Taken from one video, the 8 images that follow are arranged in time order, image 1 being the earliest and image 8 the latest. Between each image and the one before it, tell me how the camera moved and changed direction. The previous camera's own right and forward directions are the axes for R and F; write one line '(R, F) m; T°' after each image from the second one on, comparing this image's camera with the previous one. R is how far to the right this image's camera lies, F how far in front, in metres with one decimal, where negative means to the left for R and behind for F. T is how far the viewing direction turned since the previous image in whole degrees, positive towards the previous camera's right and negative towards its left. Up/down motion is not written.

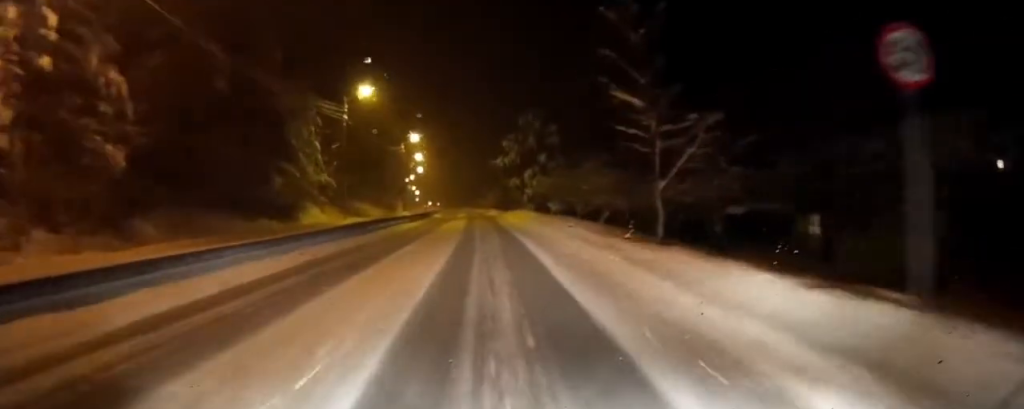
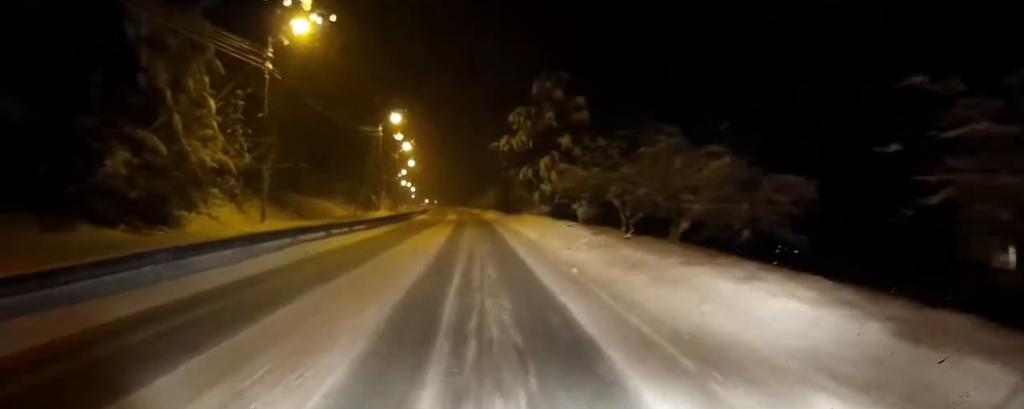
(+0.1, +16.2) m; 0°
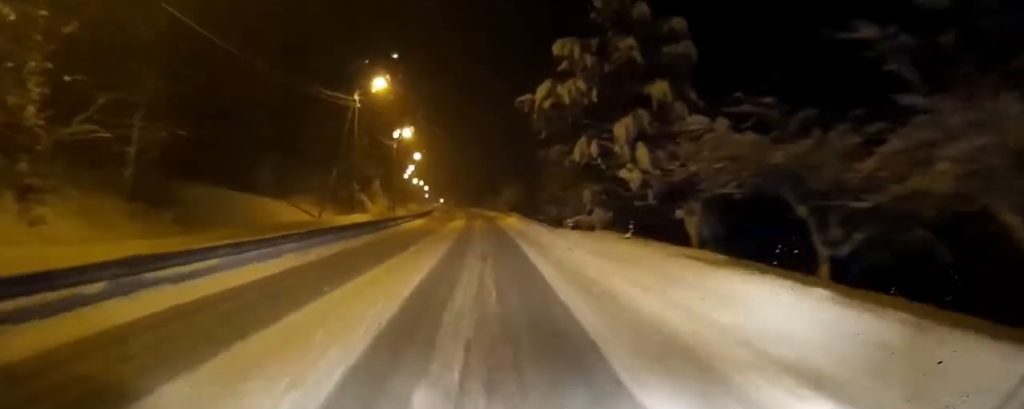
(-0.2, +17.8) m; -1°
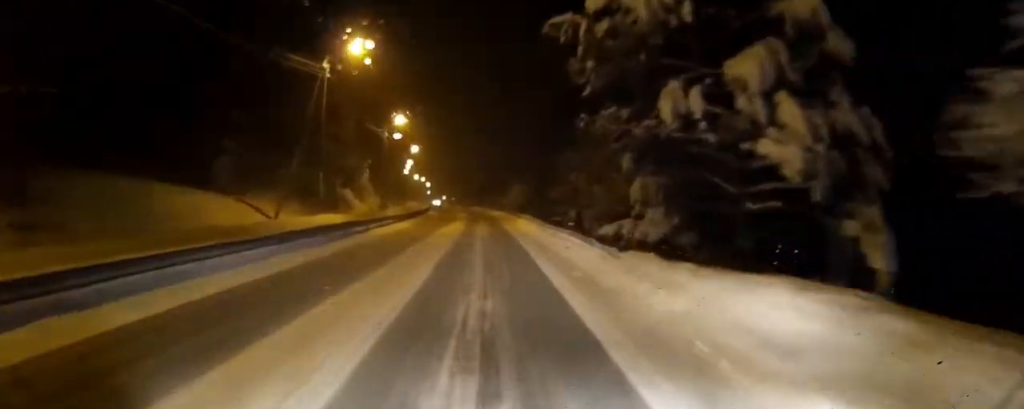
(-0.1, +9.7) m; 0°
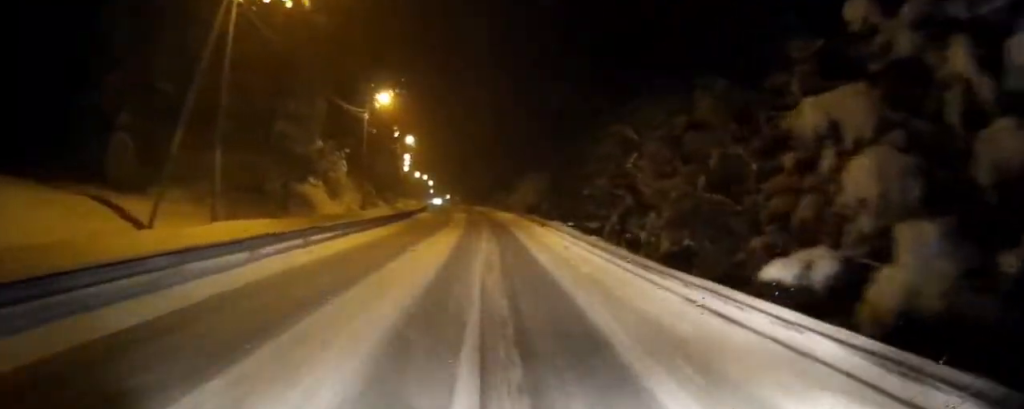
(+0.1, +13.7) m; 0°
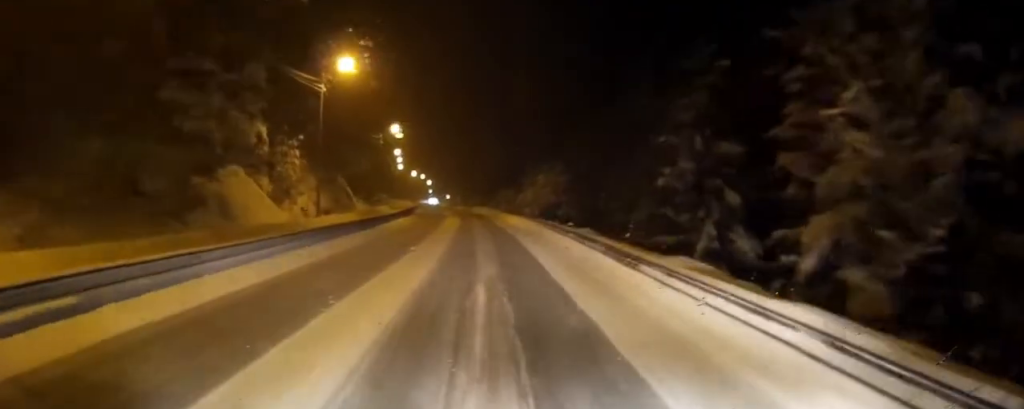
(-0.2, +14.3) m; -1°
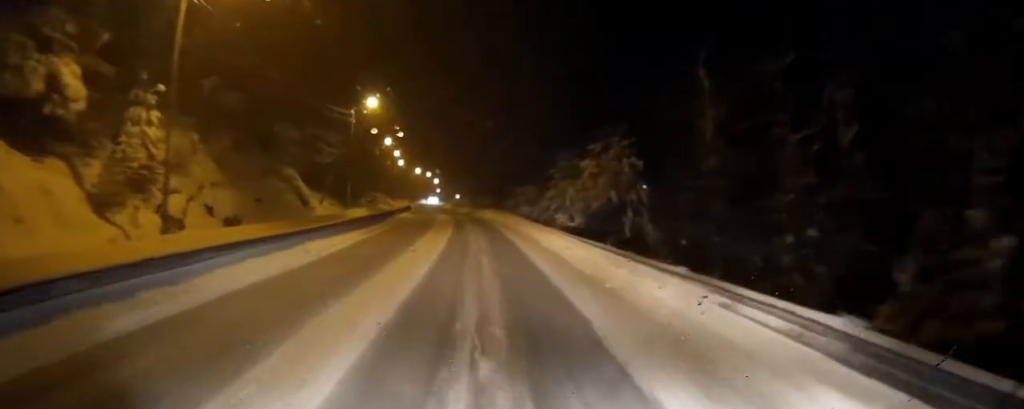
(-0.1, +20.2) m; 0°
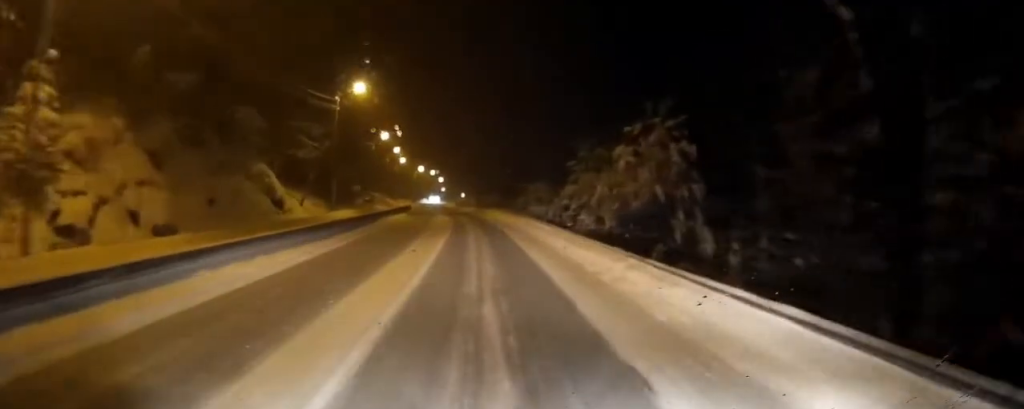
(0.0, +7.2) m; 0°
